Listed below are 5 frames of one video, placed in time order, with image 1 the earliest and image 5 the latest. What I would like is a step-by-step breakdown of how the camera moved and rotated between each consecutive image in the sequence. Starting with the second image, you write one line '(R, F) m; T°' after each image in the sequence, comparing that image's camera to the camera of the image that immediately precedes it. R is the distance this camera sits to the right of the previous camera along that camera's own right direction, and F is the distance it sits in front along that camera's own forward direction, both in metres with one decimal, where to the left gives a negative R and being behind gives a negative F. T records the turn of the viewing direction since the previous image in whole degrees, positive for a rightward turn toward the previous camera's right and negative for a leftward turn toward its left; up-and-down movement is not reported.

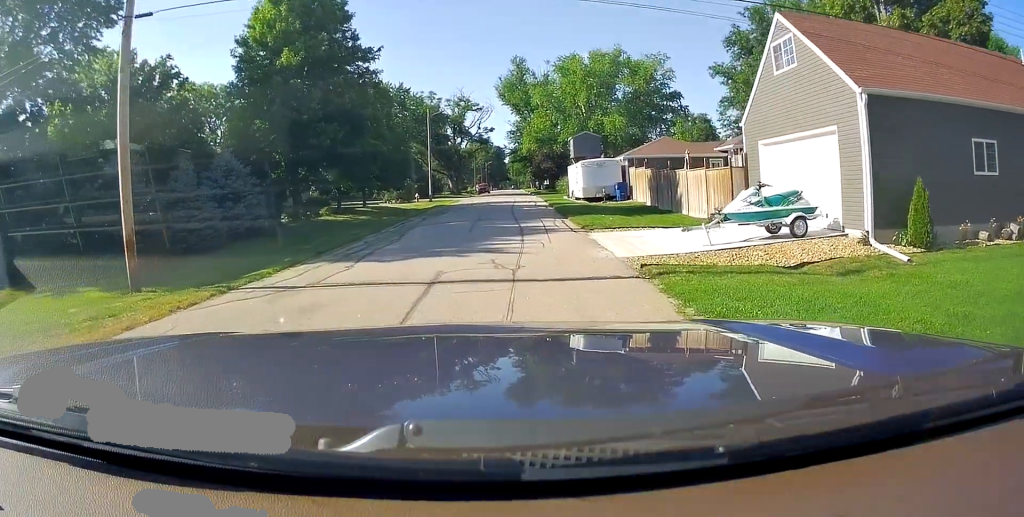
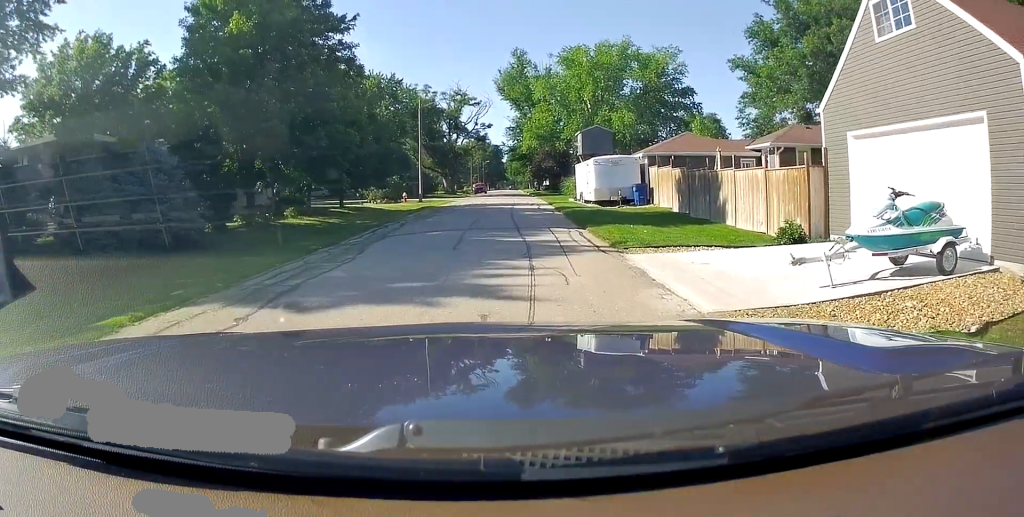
(0.0, +5.4) m; 0°
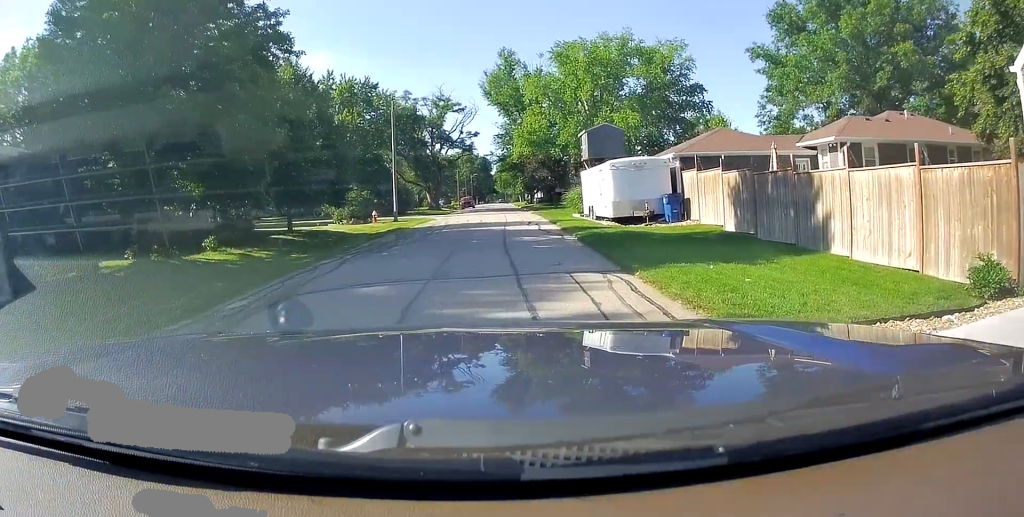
(0.0, +7.4) m; 0°
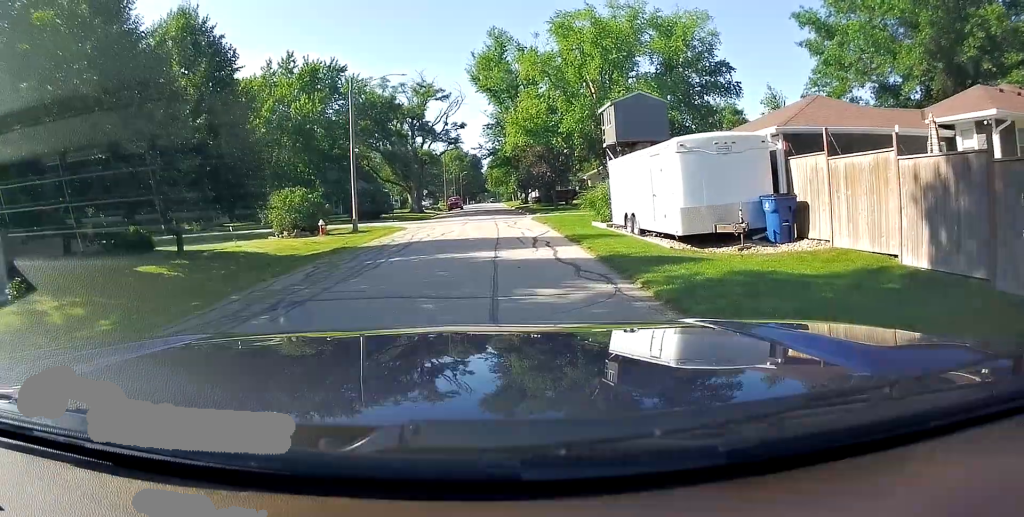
(0.0, +10.5) m; 0°
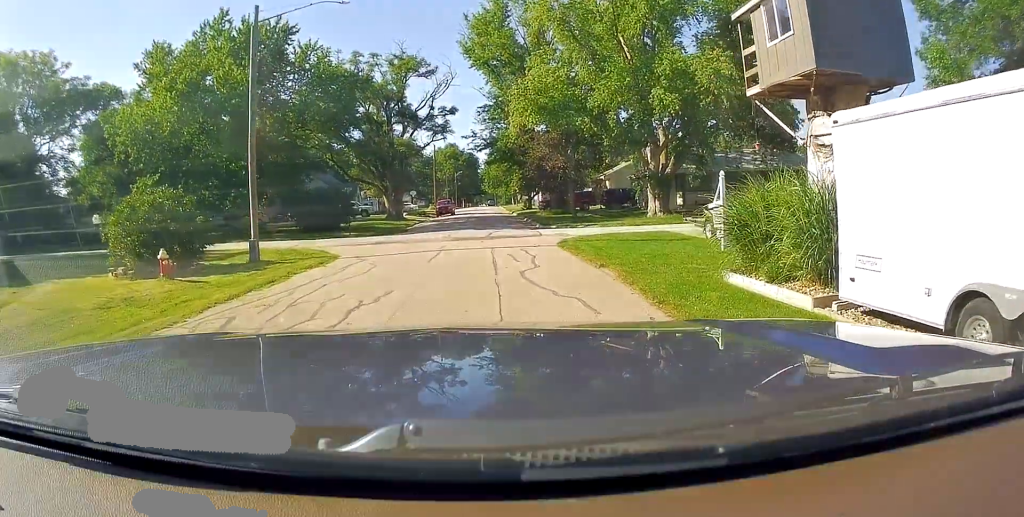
(0.0, +15.1) m; 0°
